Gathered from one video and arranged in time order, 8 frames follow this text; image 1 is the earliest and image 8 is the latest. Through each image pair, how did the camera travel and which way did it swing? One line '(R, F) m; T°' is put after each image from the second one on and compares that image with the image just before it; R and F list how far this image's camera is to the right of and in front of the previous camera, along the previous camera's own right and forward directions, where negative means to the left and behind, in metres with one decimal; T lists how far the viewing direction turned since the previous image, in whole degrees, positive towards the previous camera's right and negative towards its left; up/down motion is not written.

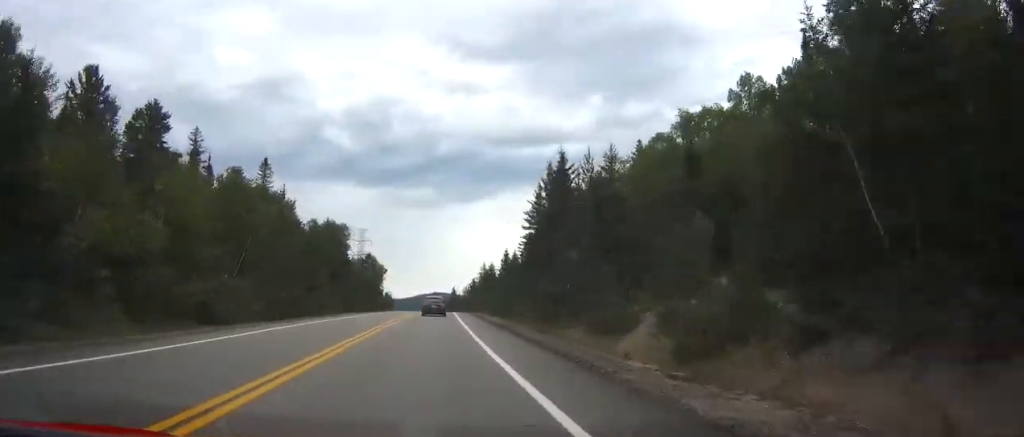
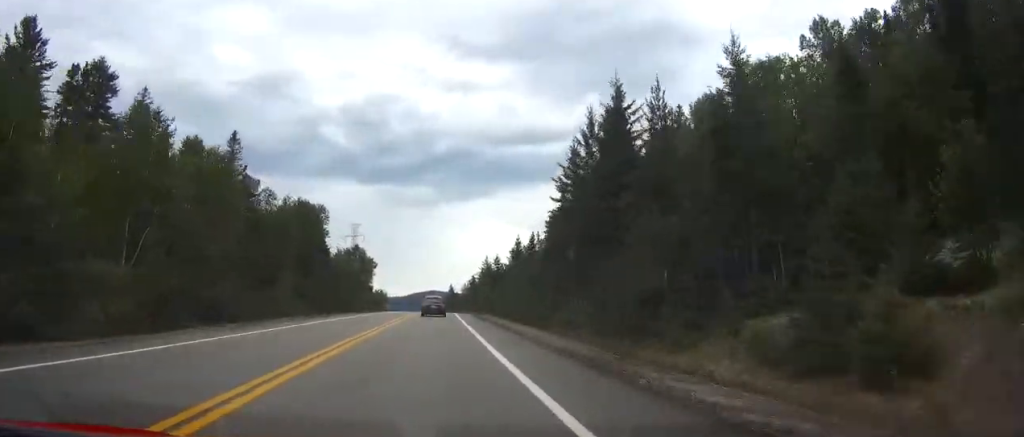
(0.0, +16.0) m; 0°
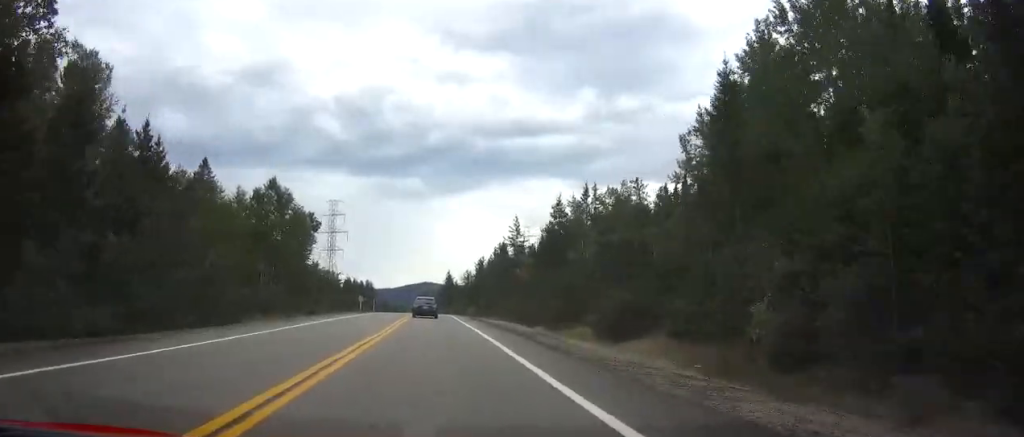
(+0.5, +55.4) m; +1°
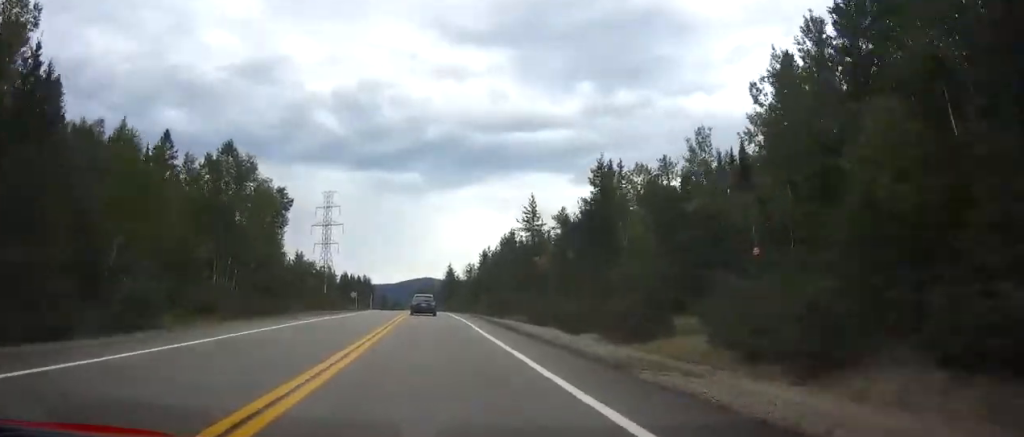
(0.0, +12.7) m; 0°
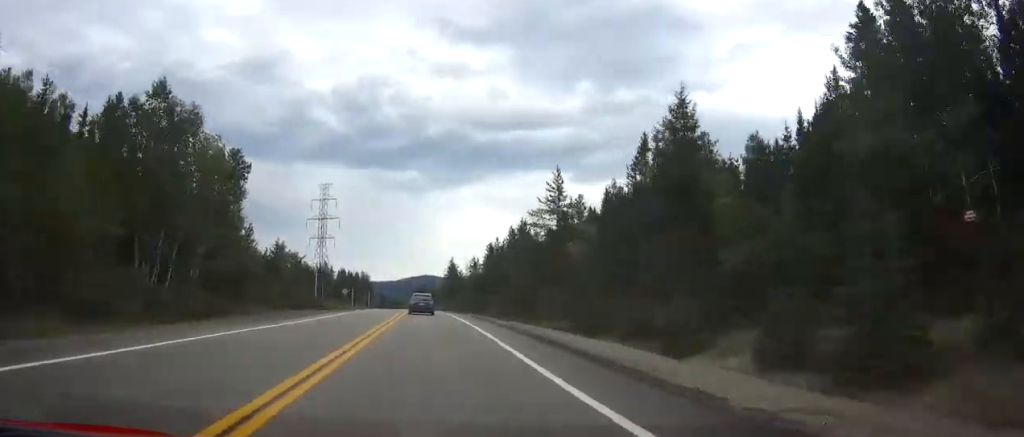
(0.0, +12.7) m; 0°
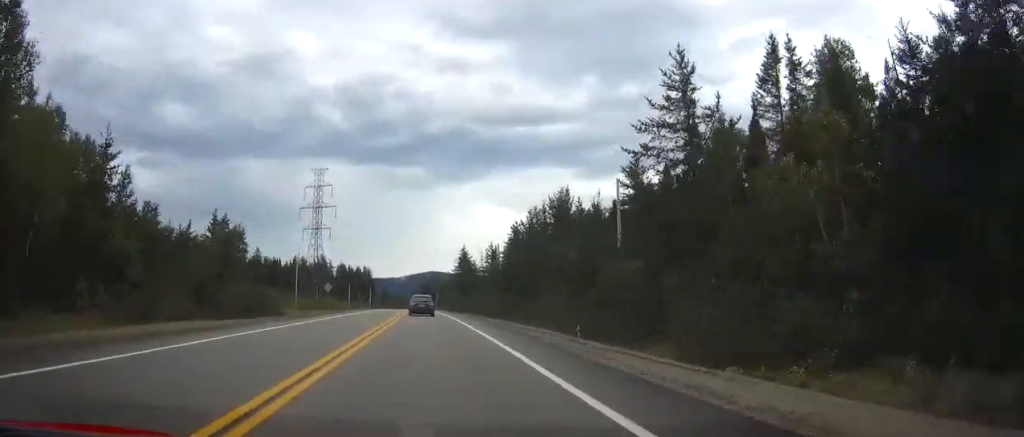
(0.0, +26.3) m; 0°
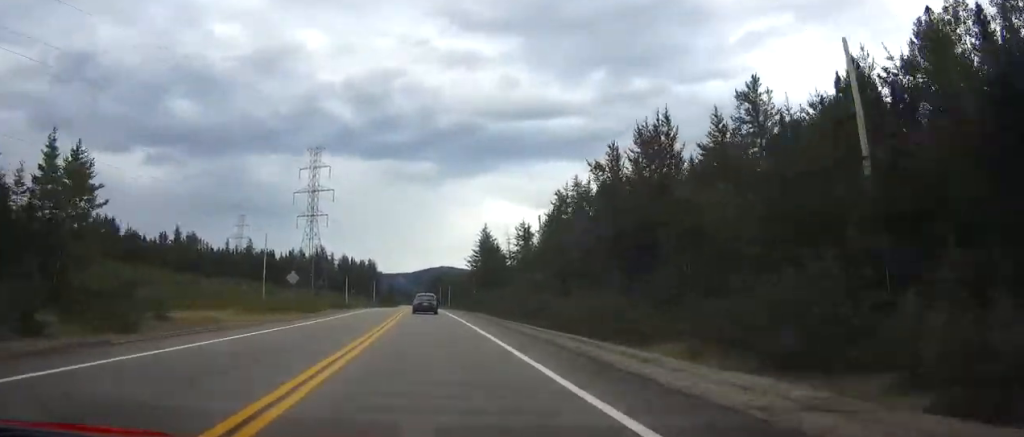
(-0.1, +28.1) m; -1°
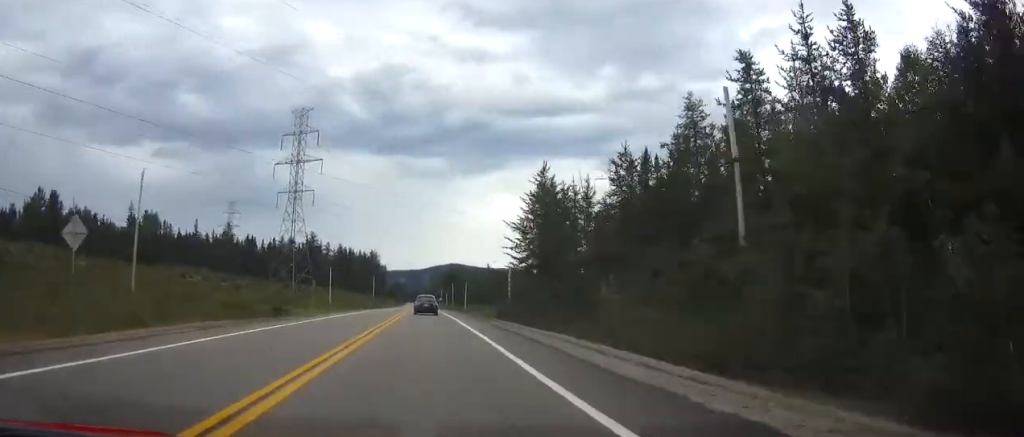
(-0.4, +41.3) m; -1°
